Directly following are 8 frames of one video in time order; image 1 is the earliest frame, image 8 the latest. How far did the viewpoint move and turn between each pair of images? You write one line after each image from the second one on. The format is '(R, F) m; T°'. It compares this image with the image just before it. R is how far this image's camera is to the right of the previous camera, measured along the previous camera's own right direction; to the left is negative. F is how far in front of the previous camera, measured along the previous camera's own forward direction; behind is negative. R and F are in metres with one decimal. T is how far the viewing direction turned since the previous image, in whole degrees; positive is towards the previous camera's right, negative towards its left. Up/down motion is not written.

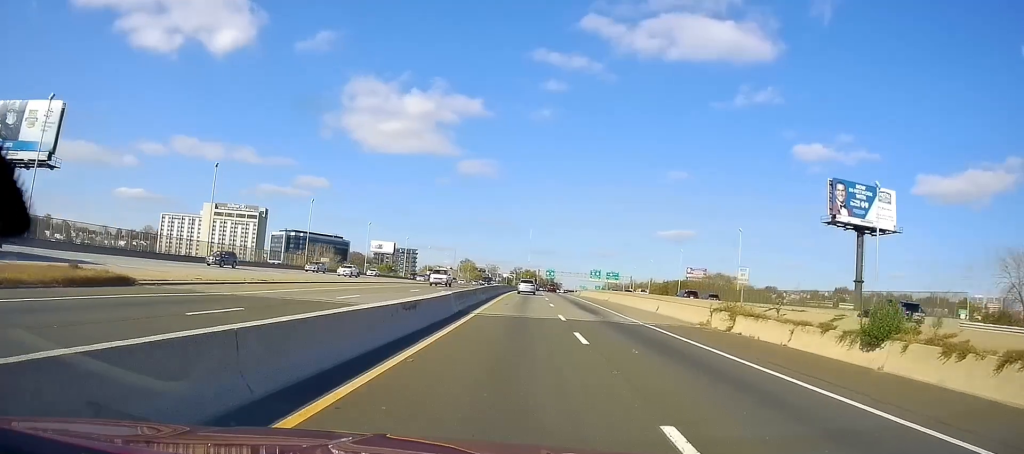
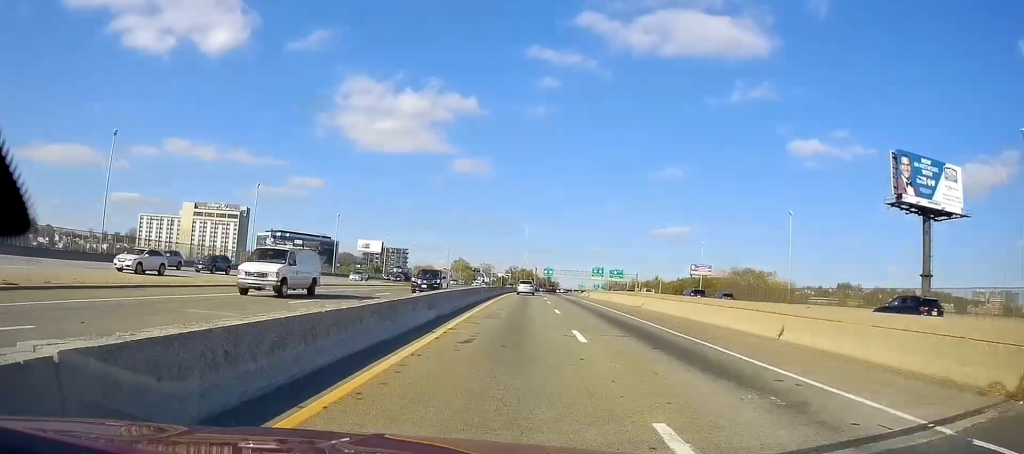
(+0.2, +21.5) m; +1°
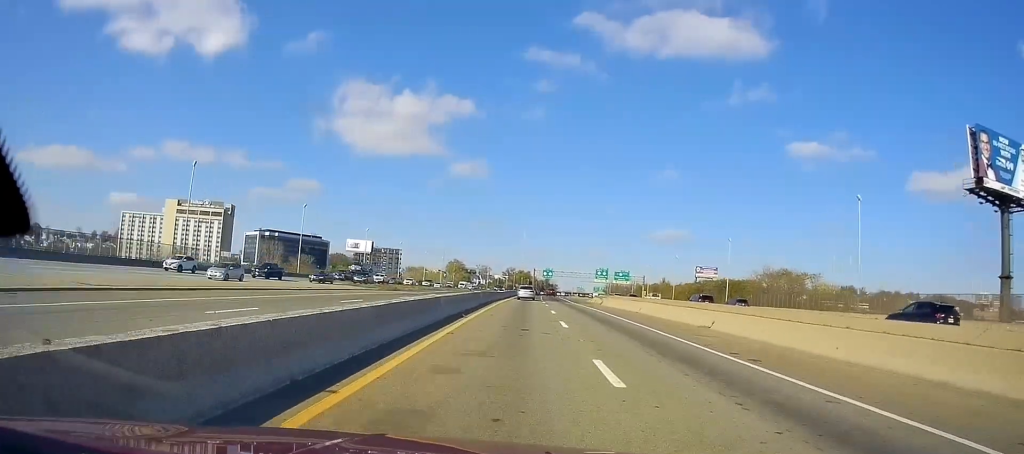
(+0.1, +18.5) m; 0°
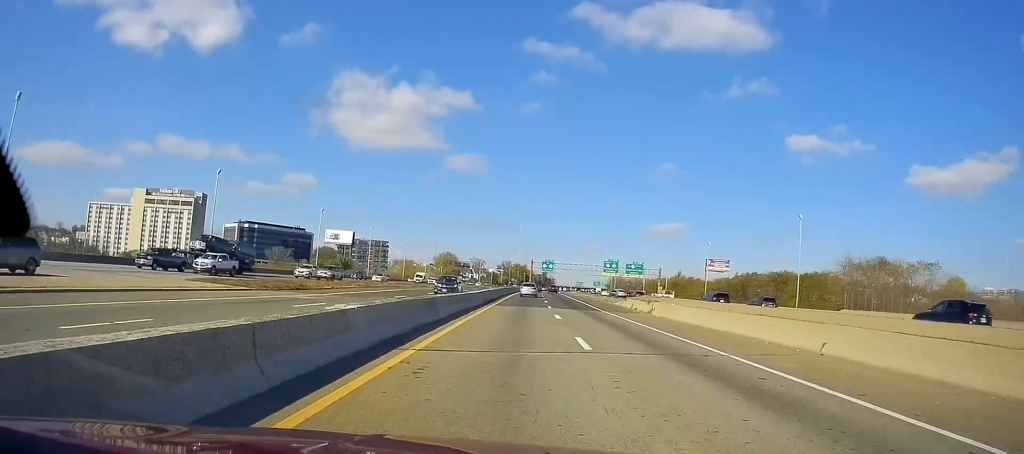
(-0.1, +30.9) m; 0°
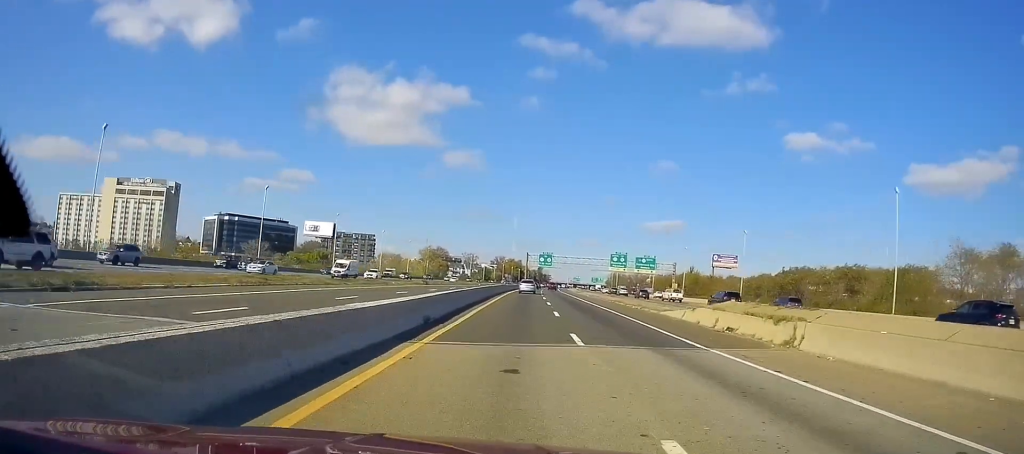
(-0.3, +23.9) m; +1°
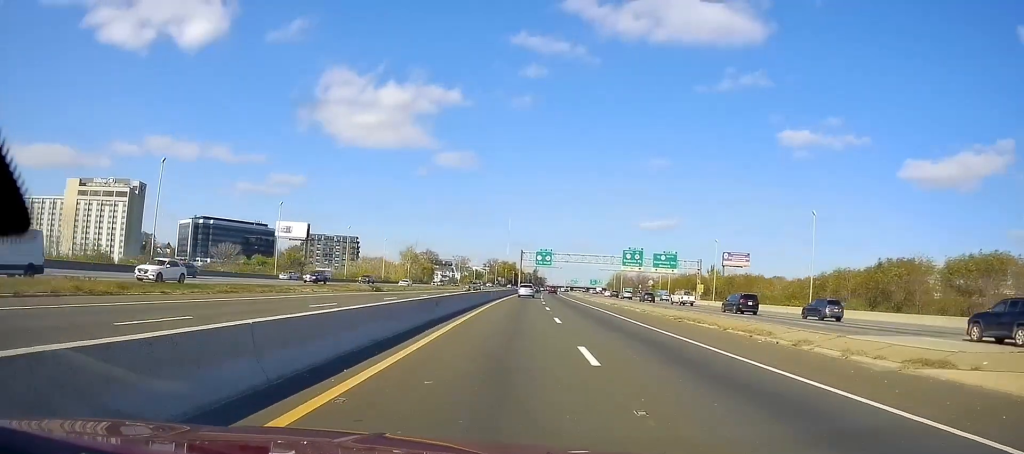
(+0.9, +27.8) m; +1°
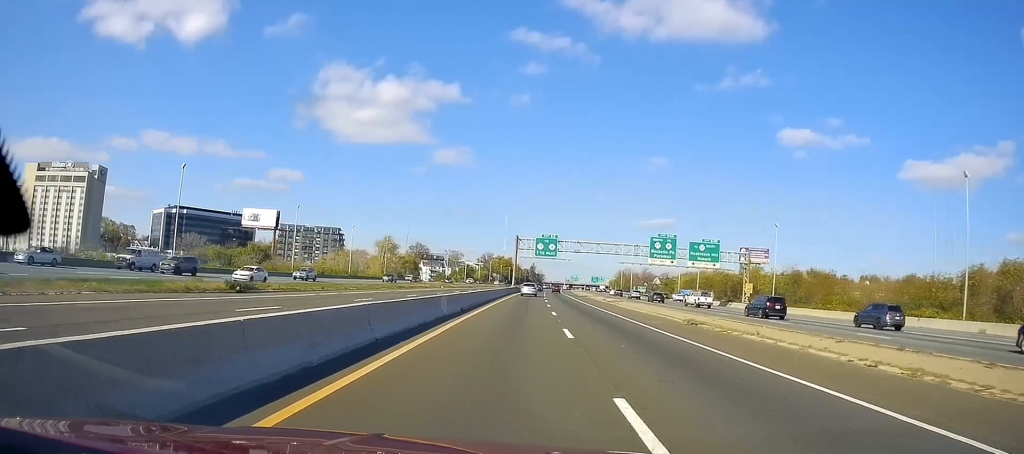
(-0.6, +30.5) m; 0°
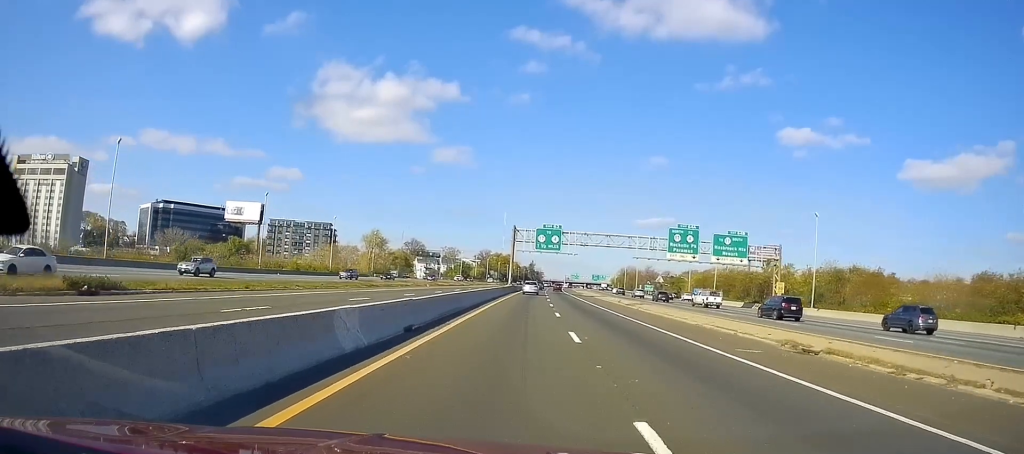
(+0.1, +13.4) m; 0°
